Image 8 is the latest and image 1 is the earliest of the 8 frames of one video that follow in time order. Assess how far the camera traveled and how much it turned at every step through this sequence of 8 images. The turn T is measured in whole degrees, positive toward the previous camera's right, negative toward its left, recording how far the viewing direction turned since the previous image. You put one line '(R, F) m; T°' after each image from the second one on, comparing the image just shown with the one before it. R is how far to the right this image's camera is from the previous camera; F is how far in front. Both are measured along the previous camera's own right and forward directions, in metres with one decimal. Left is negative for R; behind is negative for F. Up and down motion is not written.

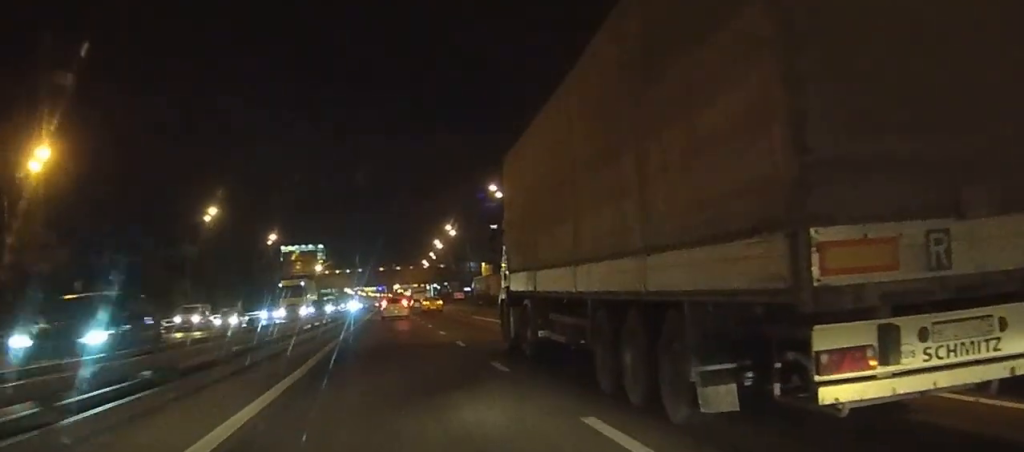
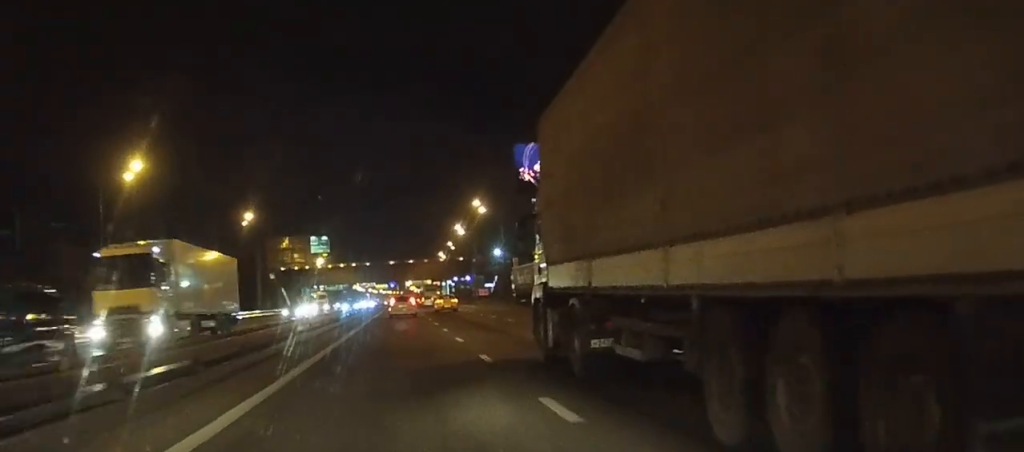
(-0.2, +30.1) m; 0°
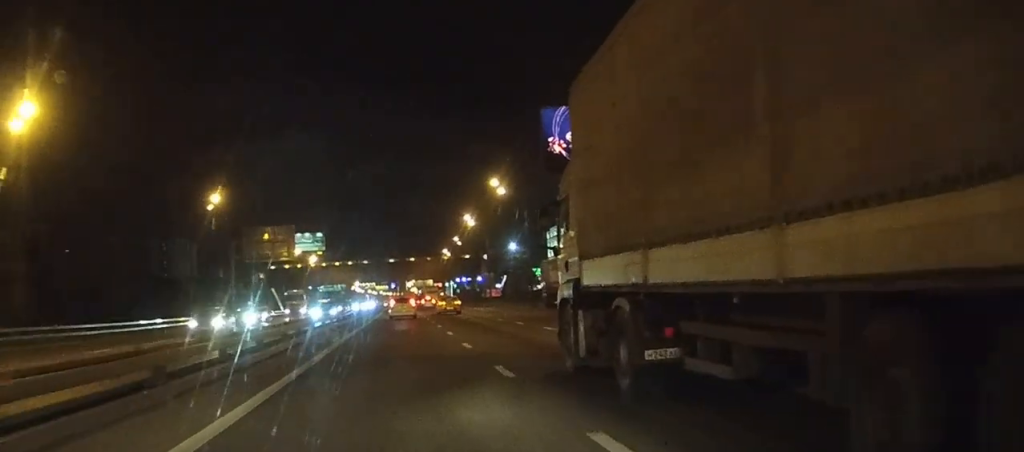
(+0.2, +18.7) m; +1°
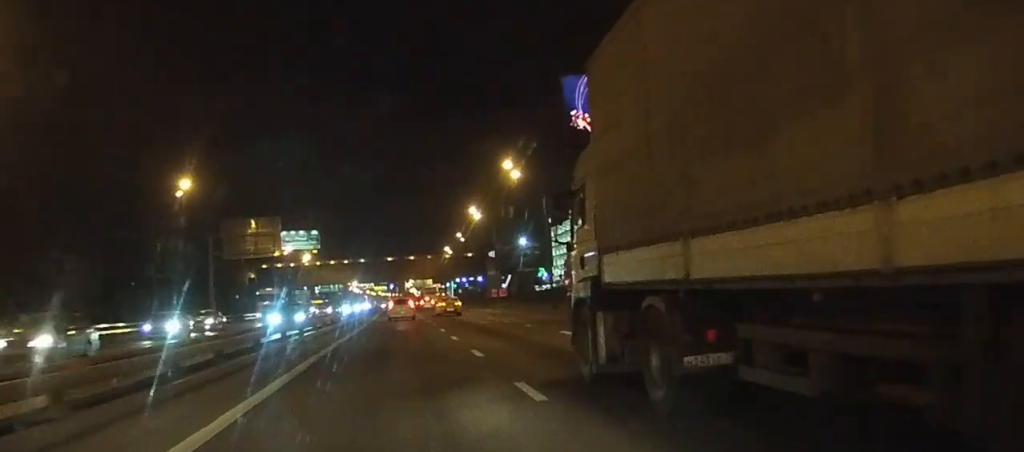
(+0.1, +11.2) m; 0°
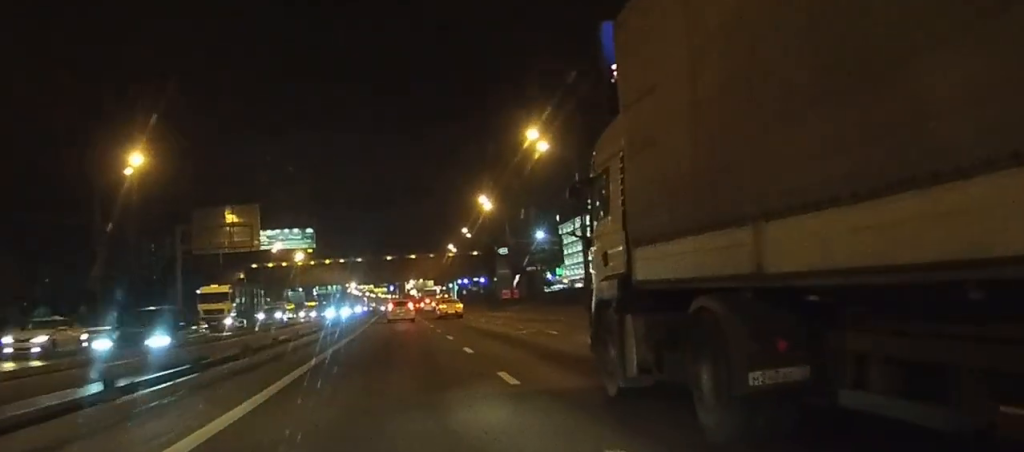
(0.0, +13.6) m; 0°
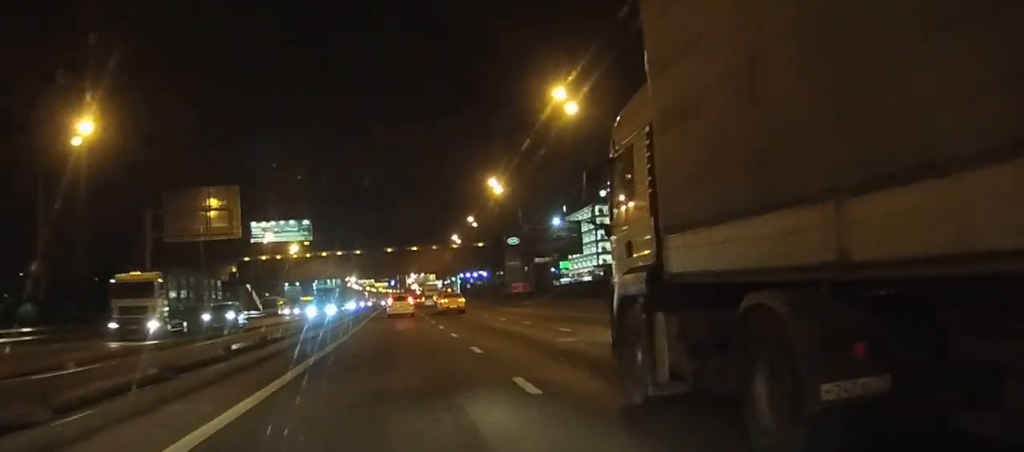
(0.0, +9.8) m; 0°
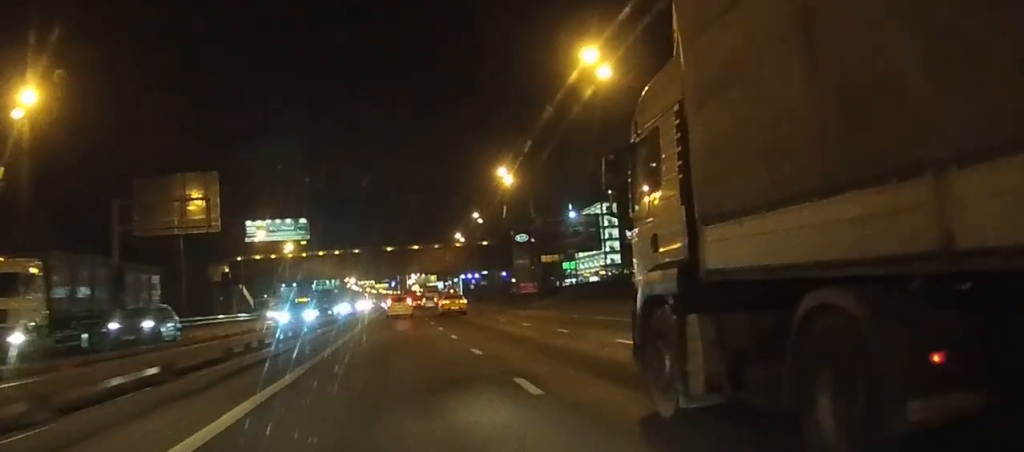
(0.0, +7.9) m; 0°
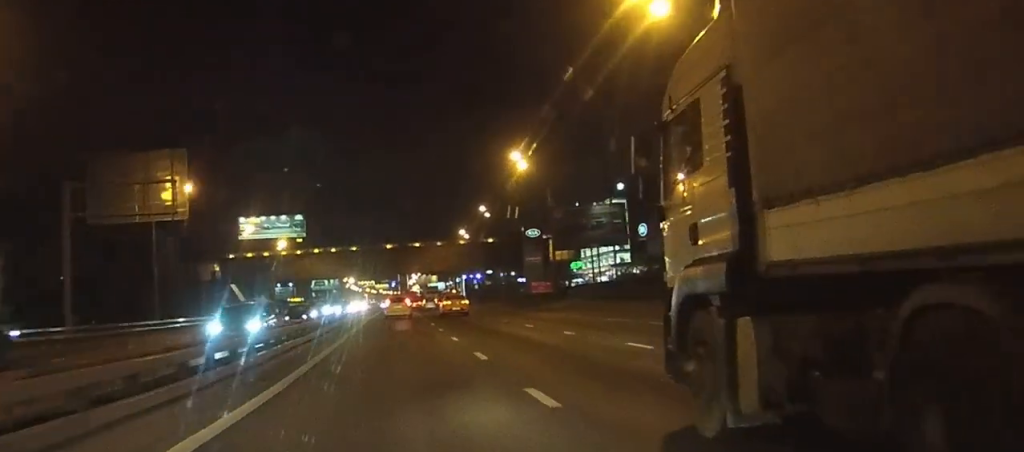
(0.0, +9.0) m; 0°
